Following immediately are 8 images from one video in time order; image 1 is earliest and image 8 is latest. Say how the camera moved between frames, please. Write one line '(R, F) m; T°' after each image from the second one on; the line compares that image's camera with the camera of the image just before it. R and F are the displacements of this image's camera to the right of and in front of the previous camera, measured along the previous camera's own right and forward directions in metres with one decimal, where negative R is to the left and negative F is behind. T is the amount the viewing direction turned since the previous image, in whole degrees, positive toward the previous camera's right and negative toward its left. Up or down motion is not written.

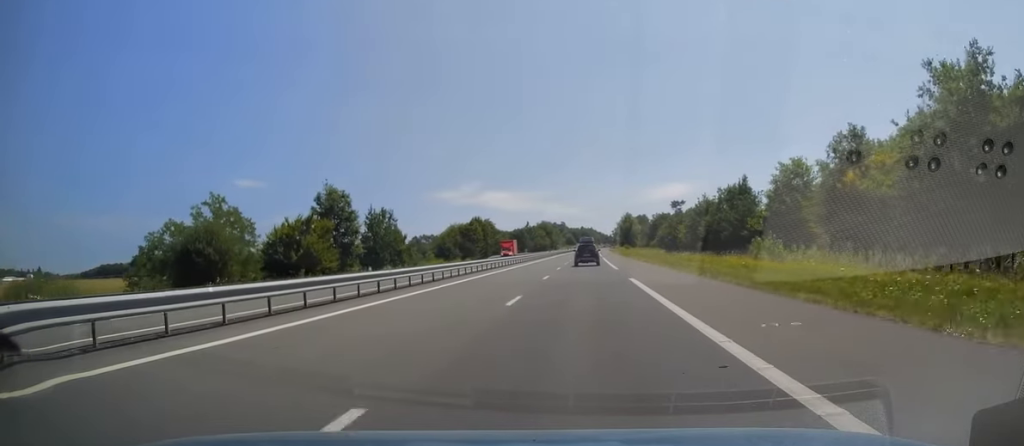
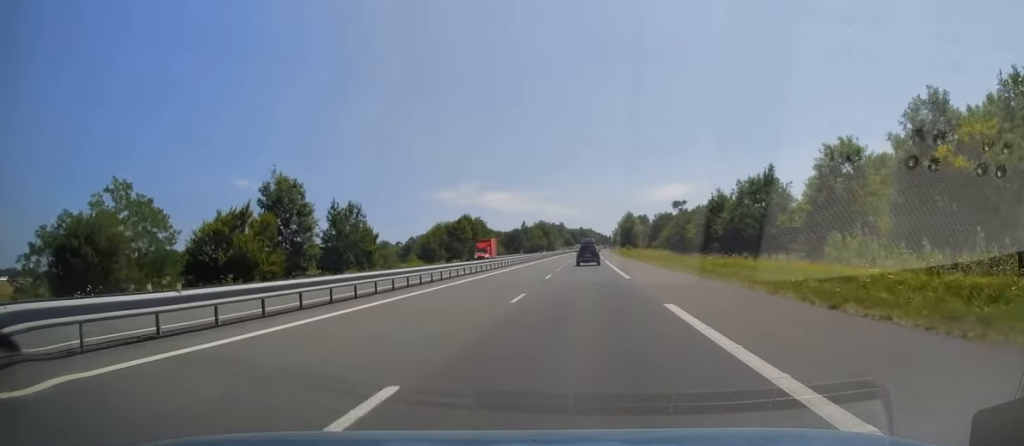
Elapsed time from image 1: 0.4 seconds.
(+0.1, +12.2) m; 0°
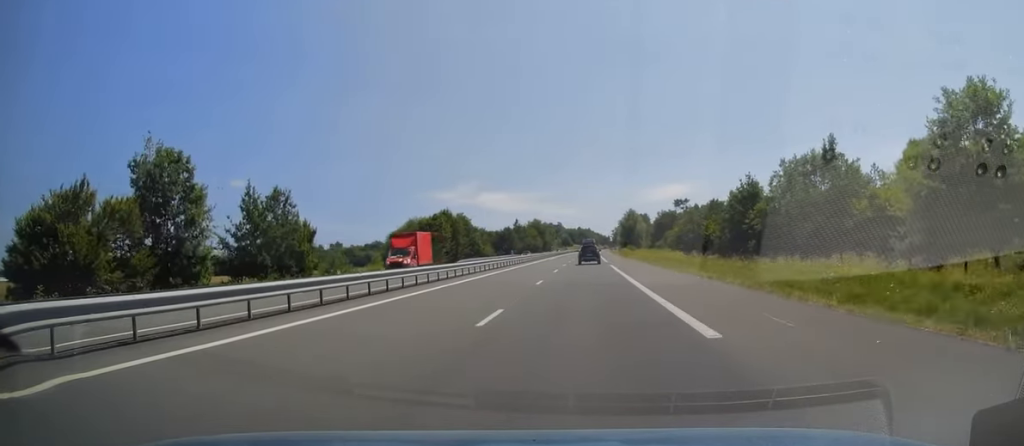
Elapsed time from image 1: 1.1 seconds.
(+0.5, +18.6) m; +1°
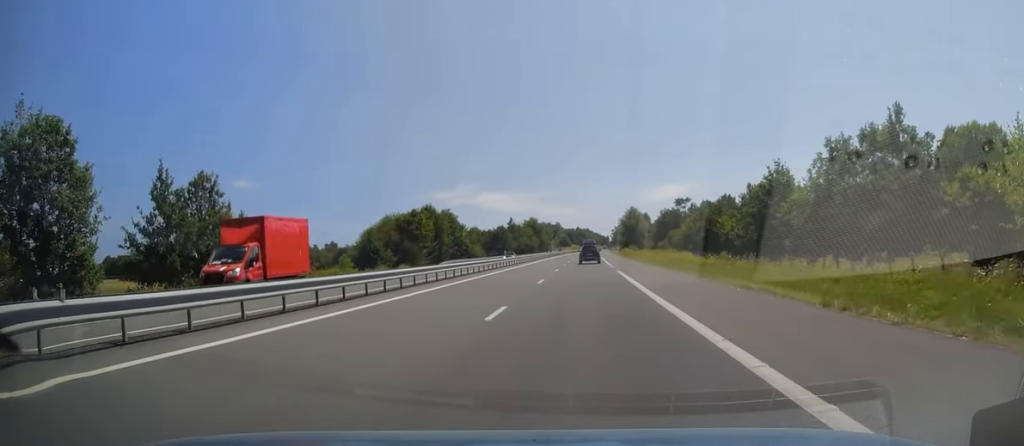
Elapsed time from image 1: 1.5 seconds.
(-0.1, +12.2) m; 0°
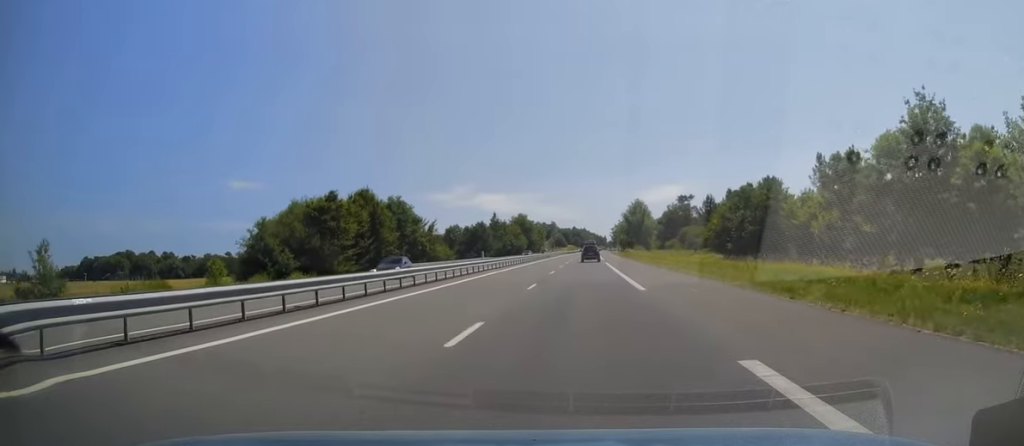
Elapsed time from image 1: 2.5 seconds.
(-0.2, +29.8) m; 0°
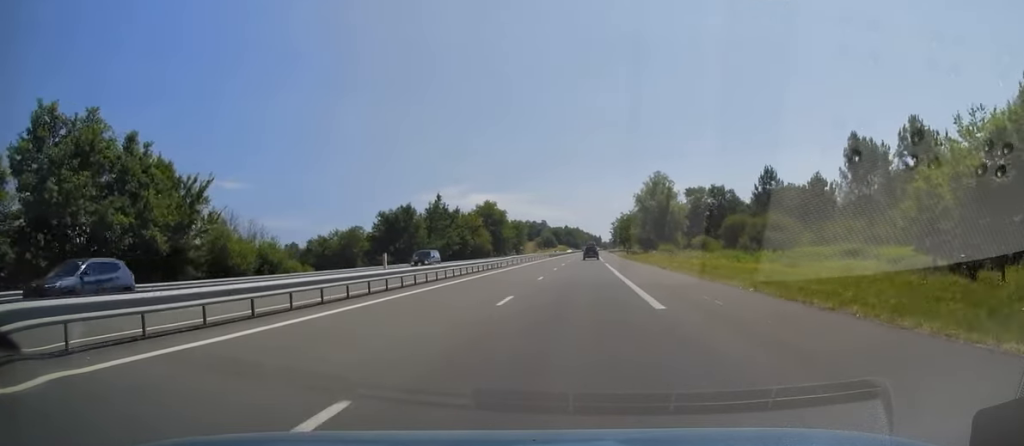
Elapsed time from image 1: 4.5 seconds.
(+0.1, +59.2) m; 0°
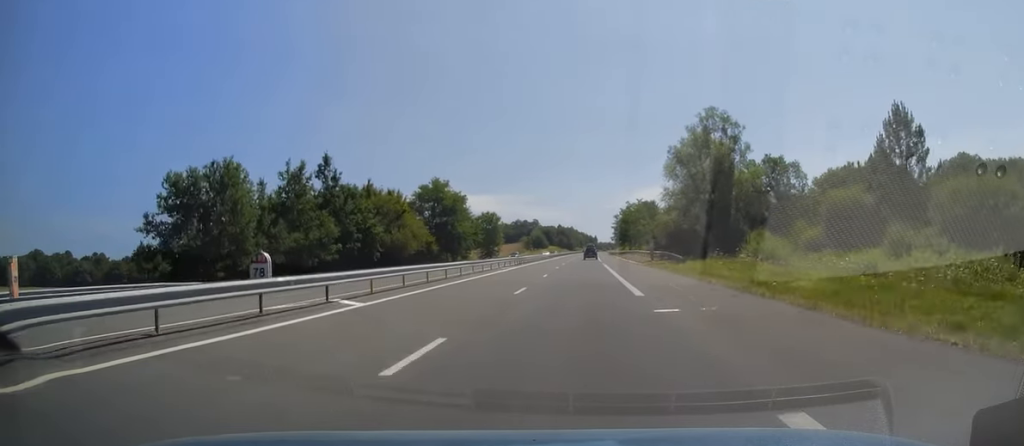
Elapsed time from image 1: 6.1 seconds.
(+0.5, +48.4) m; +1°
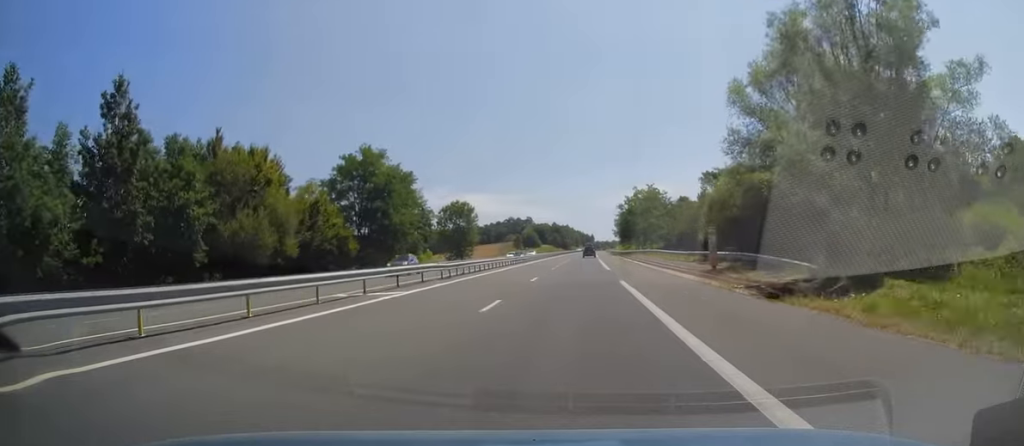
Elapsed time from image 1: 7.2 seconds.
(0.0, +32.3) m; +1°
